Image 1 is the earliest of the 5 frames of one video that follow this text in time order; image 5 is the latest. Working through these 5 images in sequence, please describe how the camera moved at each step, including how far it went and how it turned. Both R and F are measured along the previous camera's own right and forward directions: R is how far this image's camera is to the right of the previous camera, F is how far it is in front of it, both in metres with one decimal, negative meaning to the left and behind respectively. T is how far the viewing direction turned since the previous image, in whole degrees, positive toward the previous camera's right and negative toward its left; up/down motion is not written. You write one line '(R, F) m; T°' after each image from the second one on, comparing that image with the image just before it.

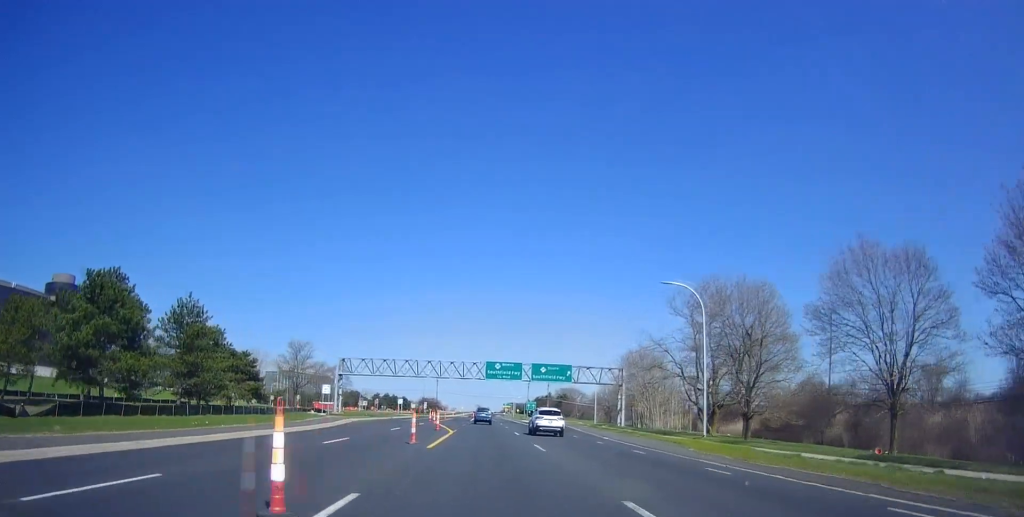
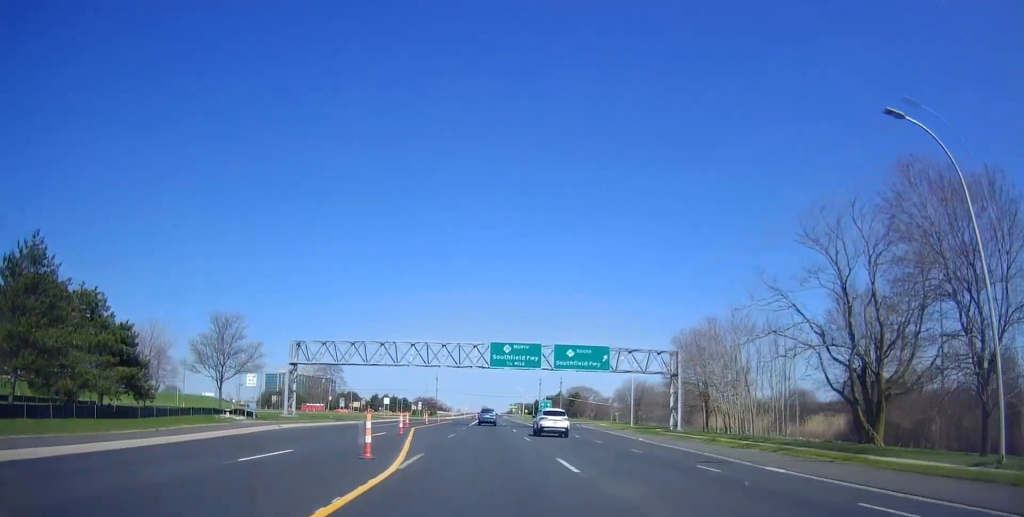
(-0.4, +22.0) m; 0°
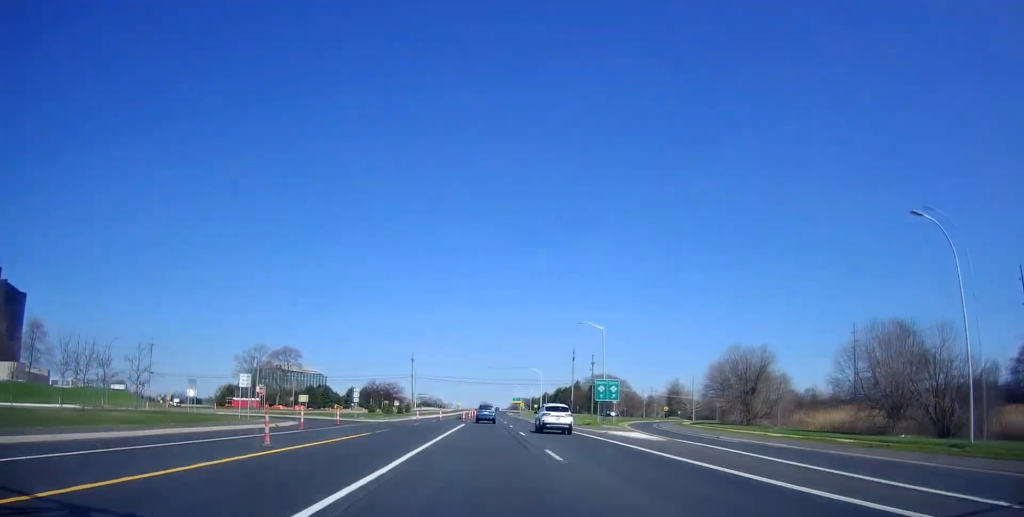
(0.0, +59.6) m; -2°
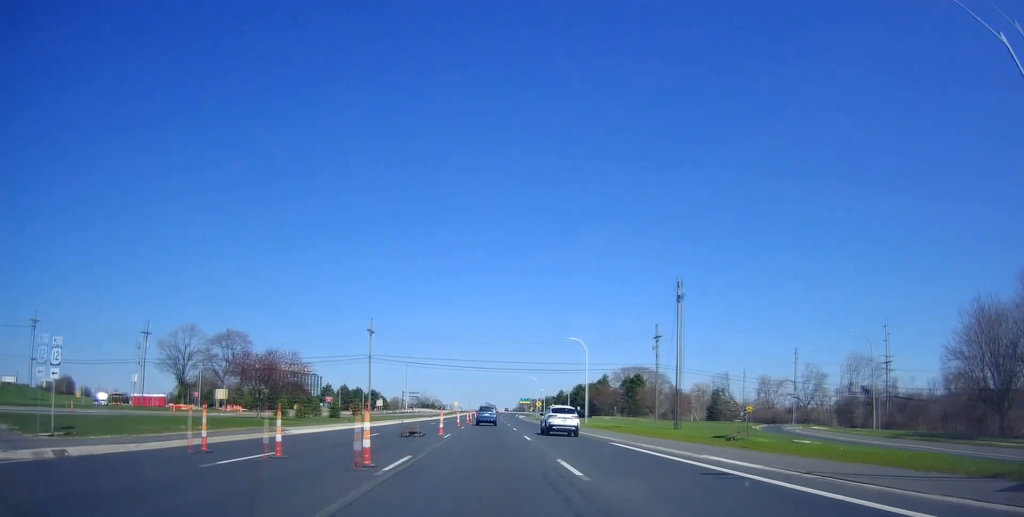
(+0.7, +49.4) m; +2°
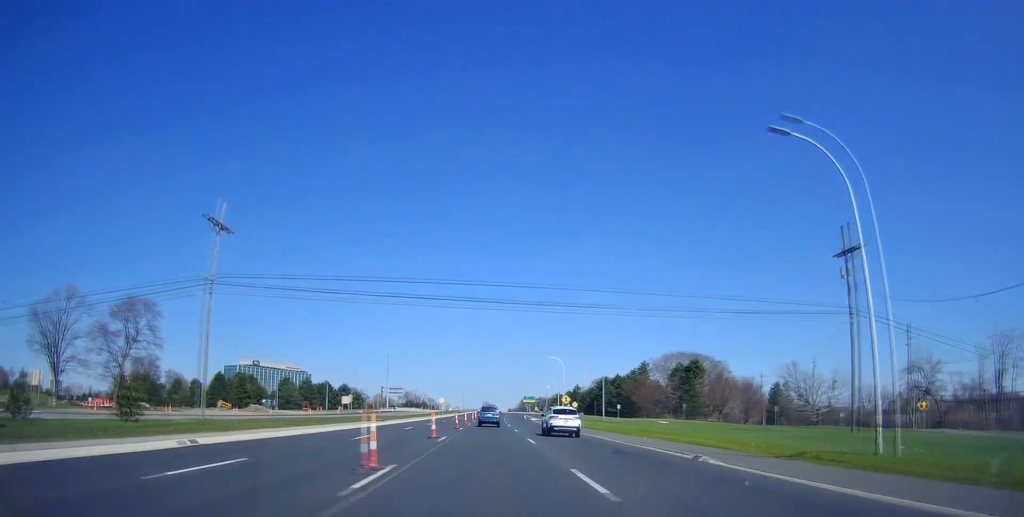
(+0.2, +48.3) m; -1°
